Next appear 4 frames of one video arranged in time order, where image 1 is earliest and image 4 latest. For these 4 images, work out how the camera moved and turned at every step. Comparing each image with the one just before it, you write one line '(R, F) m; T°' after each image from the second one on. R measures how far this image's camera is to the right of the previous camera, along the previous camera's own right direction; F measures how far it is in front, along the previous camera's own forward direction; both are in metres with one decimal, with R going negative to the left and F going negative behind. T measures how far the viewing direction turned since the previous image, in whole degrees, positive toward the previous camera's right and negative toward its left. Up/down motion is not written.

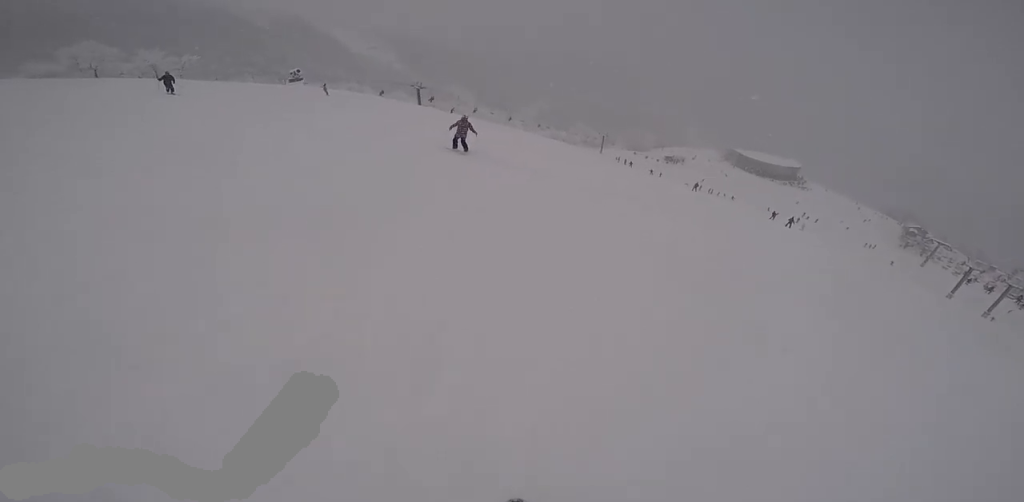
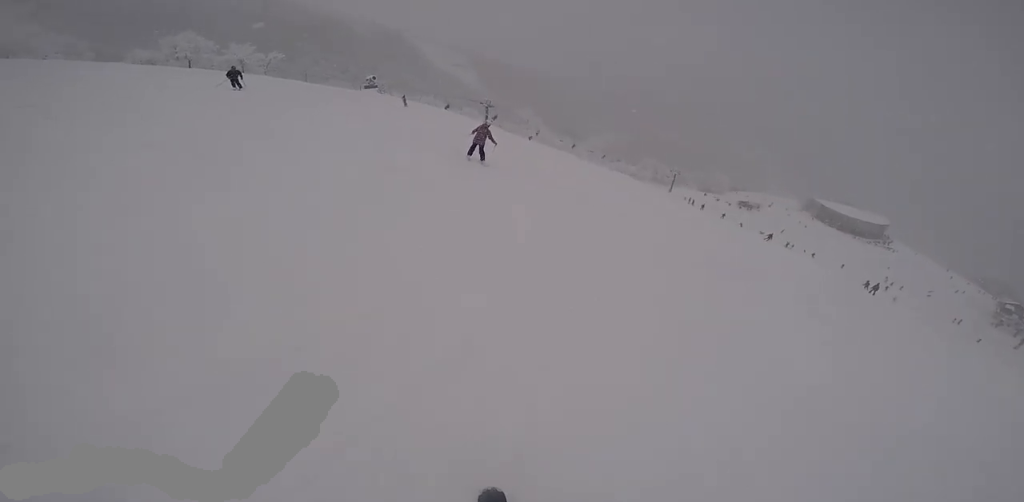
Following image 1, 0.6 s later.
(-0.8, +3.0) m; -17°
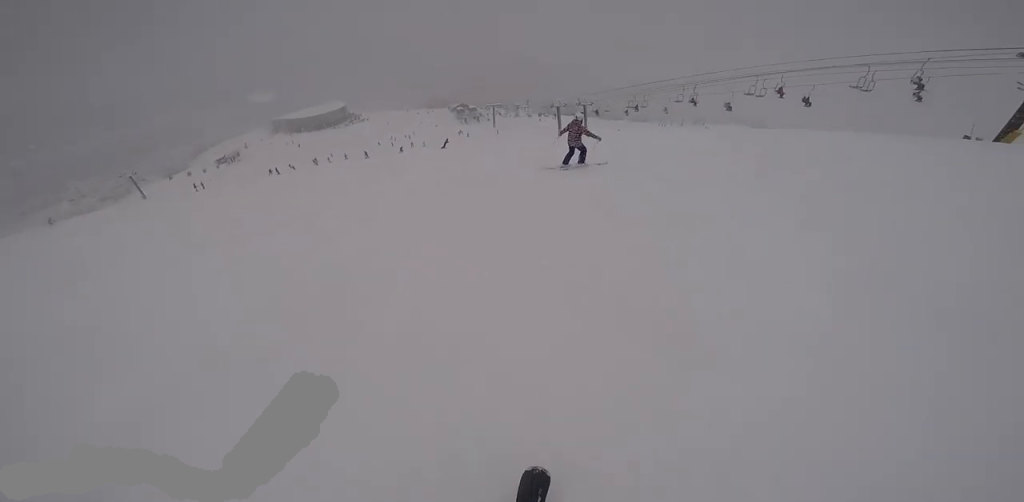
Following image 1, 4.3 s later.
(-1.7, +18.3) m; +33°
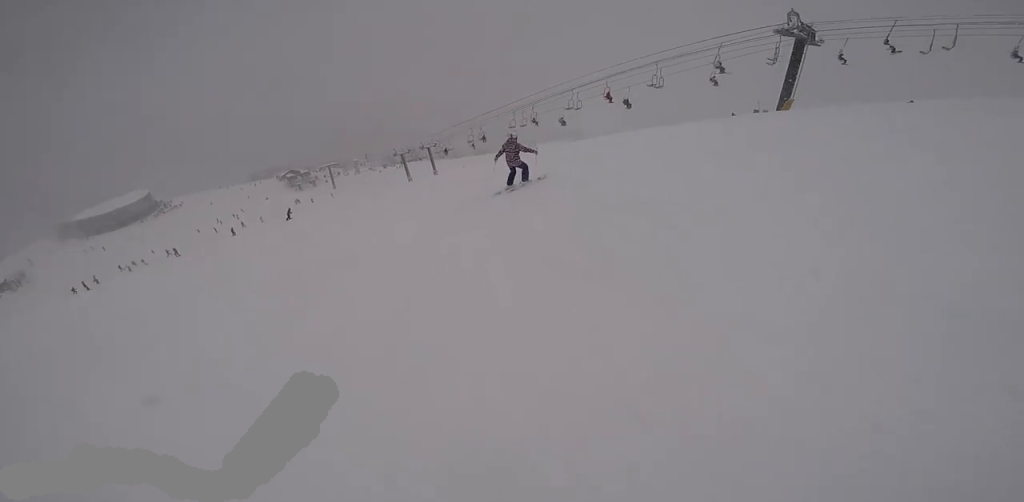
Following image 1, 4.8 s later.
(+0.3, +2.1) m; +16°
